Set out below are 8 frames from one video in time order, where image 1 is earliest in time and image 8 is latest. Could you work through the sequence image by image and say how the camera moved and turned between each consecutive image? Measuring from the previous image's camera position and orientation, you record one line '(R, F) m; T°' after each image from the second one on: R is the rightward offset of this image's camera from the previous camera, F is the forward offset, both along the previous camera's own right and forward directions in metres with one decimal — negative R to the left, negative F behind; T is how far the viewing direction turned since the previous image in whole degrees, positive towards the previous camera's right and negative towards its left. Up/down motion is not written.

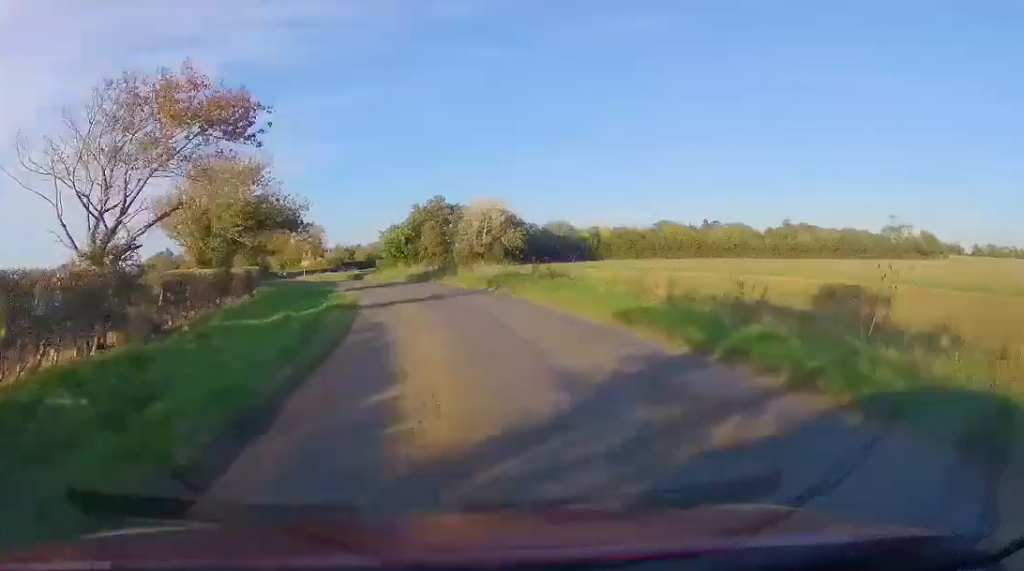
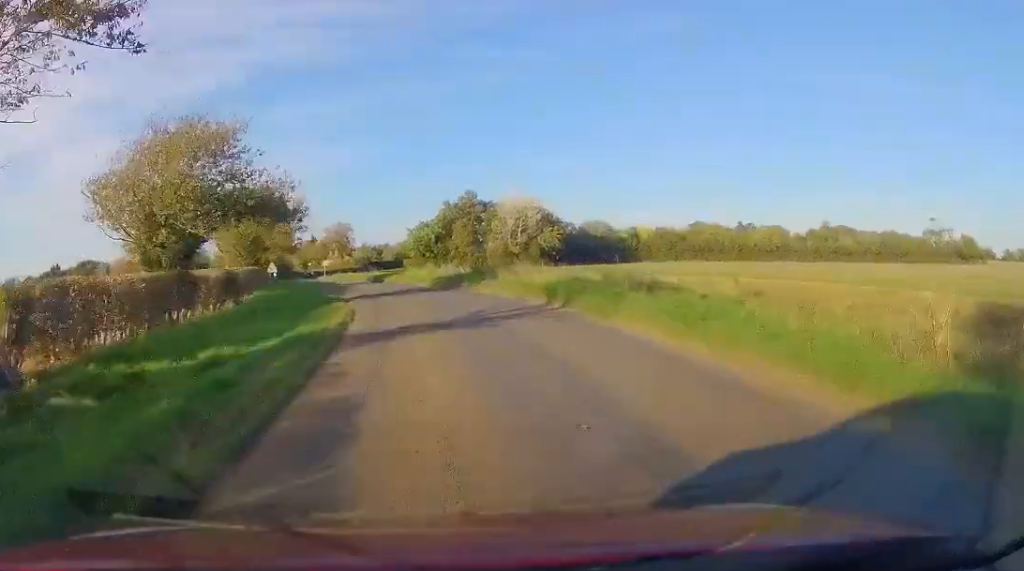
(-0.3, +9.2) m; -4°
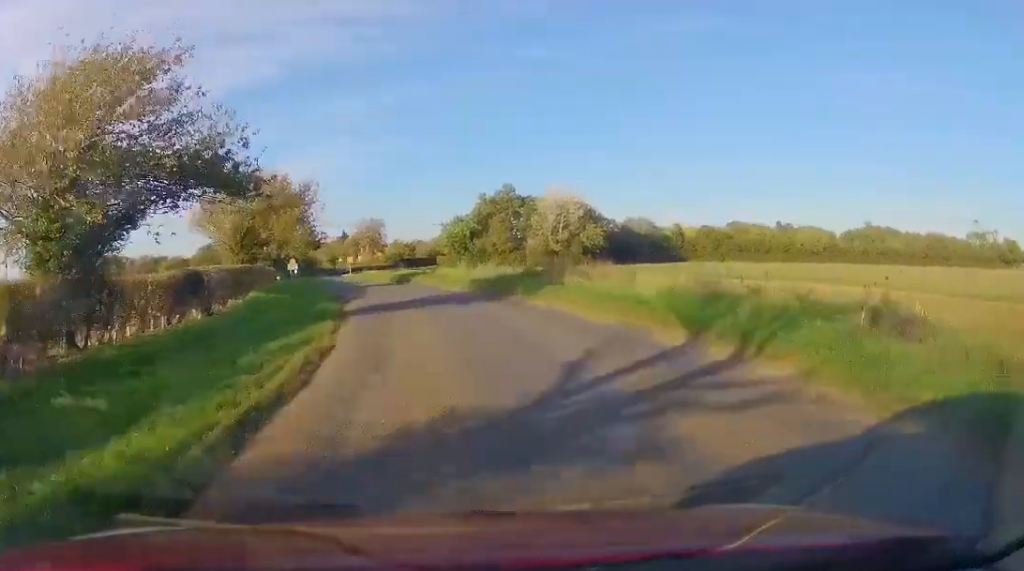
(-0.2, +9.2) m; -5°
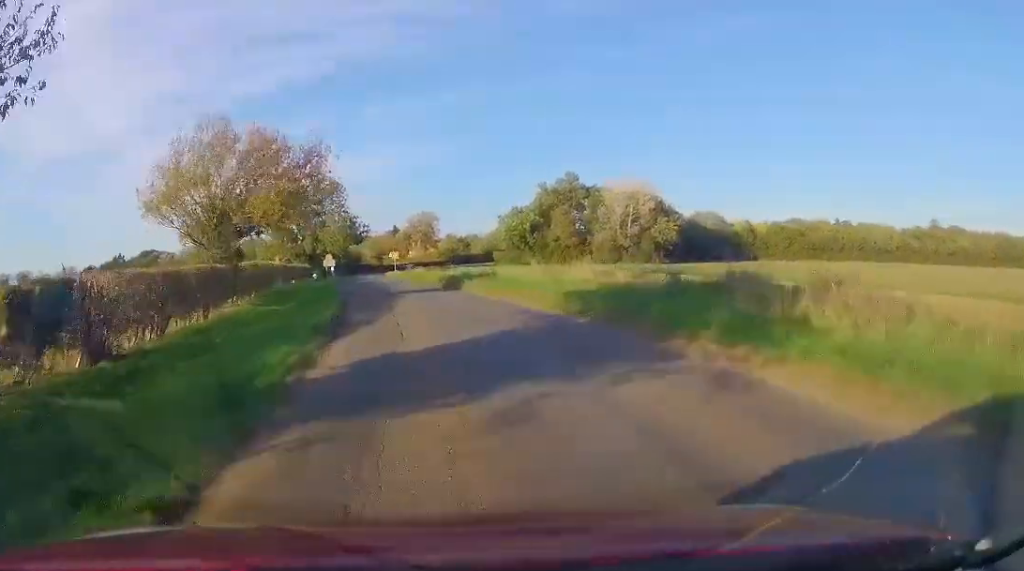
(-0.9, +12.7) m; -4°
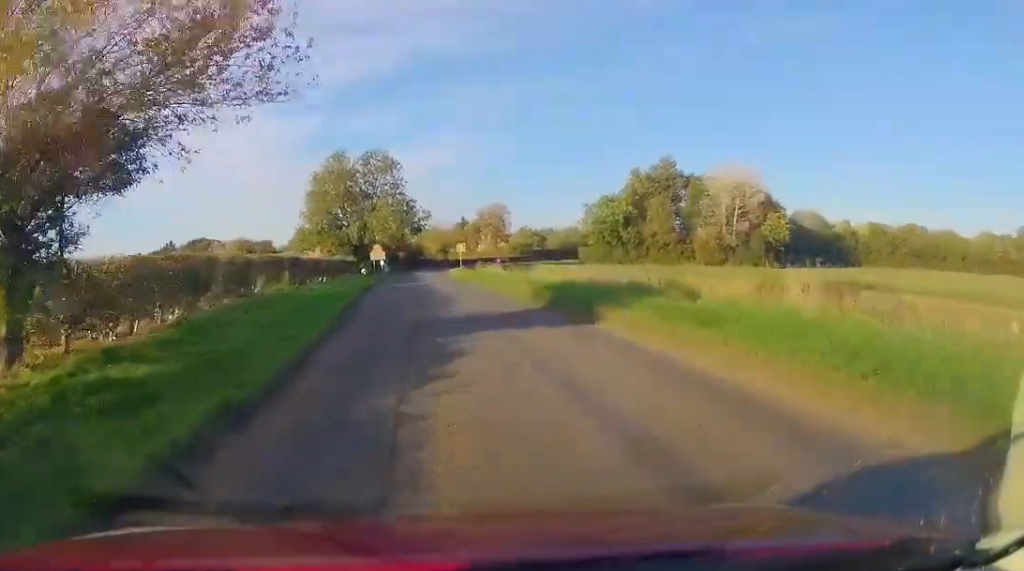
(-0.5, +18.3) m; -4°
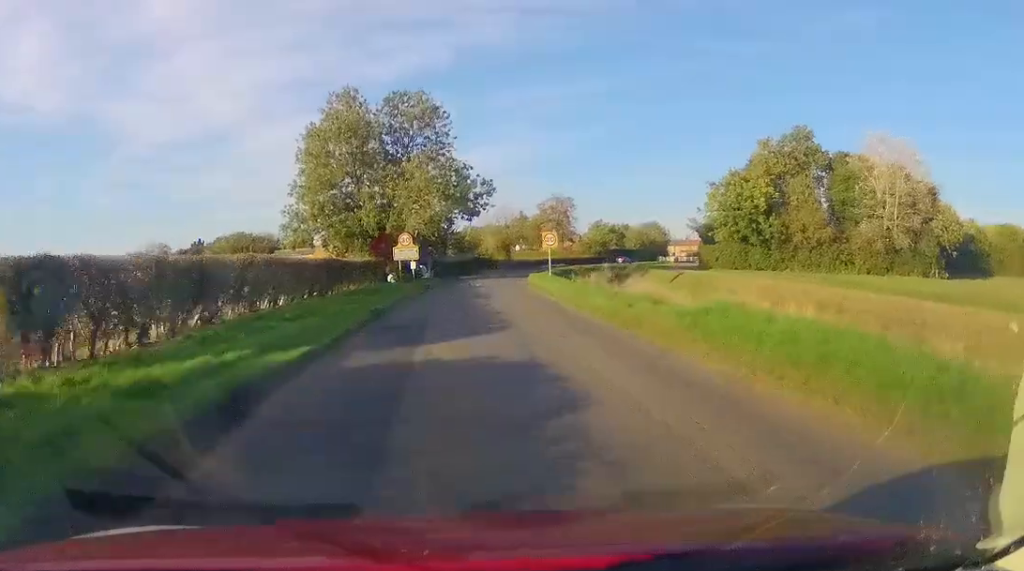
(-0.8, +30.1) m; 0°
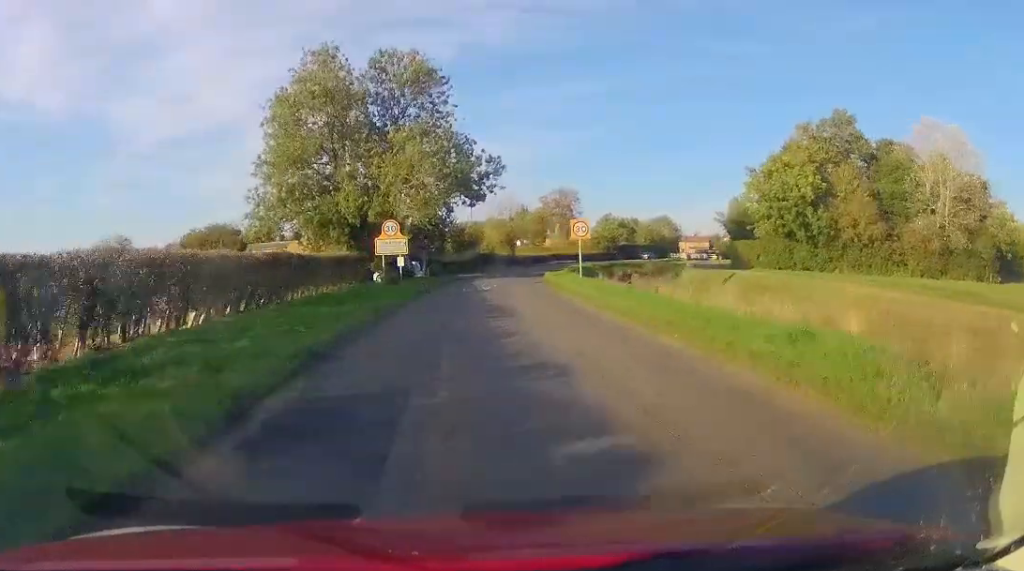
(+0.1, +9.9) m; +1°
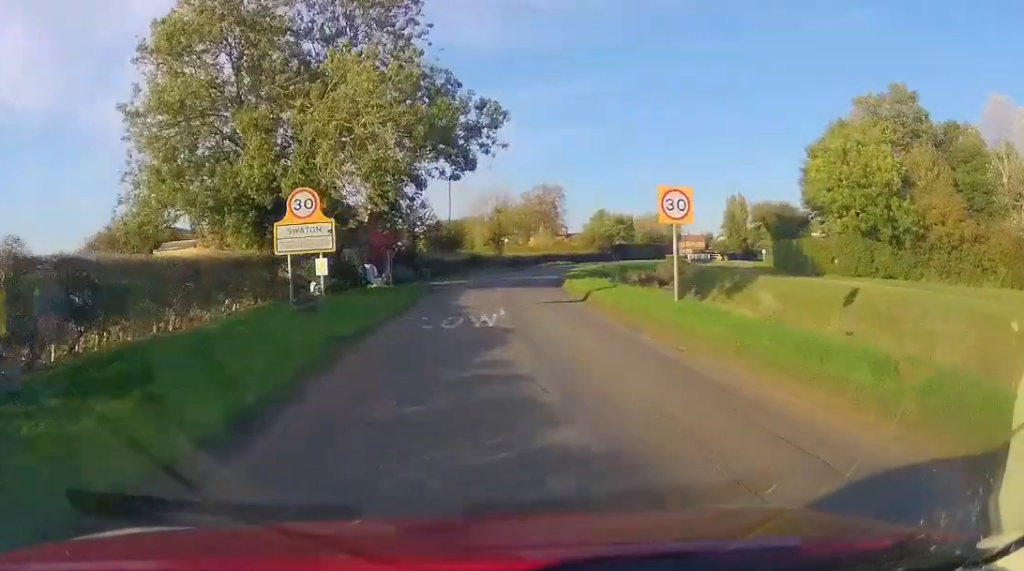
(+0.2, +15.3) m; +2°
